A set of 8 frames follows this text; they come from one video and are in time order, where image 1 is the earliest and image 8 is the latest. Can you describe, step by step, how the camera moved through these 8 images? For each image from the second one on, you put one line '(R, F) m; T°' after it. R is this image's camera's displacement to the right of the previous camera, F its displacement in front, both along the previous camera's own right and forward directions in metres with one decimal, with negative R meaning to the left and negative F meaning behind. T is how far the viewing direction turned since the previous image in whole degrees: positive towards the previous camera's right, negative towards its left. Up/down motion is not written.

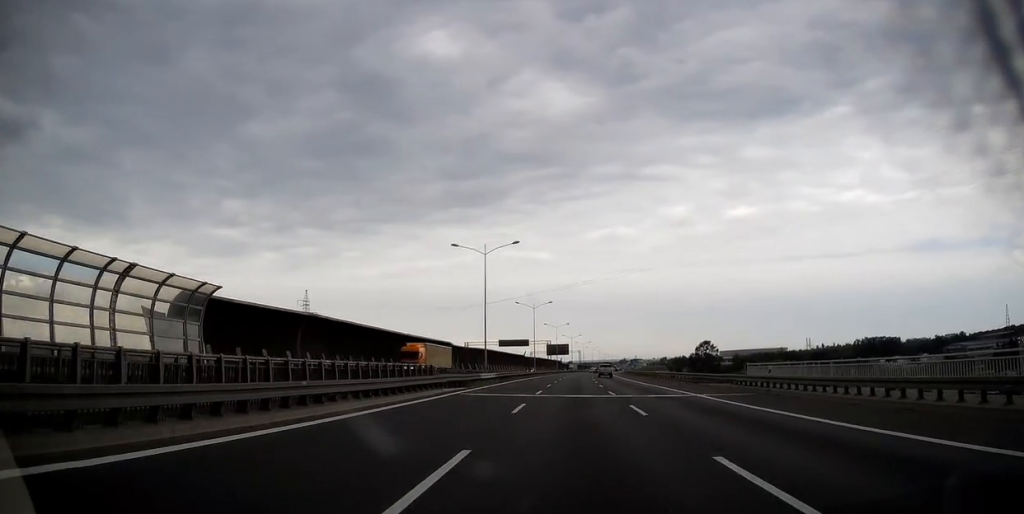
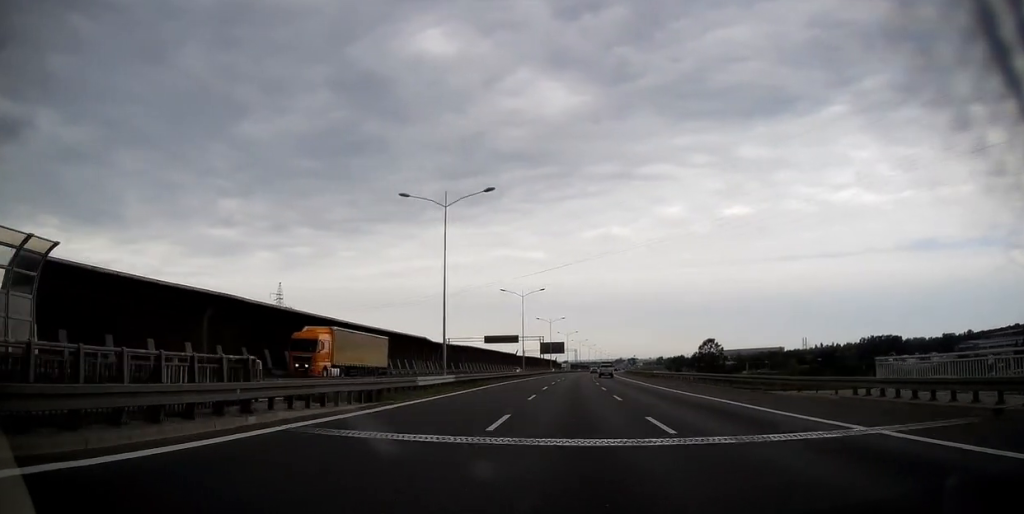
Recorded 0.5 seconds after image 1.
(0.0, +17.0) m; +1°
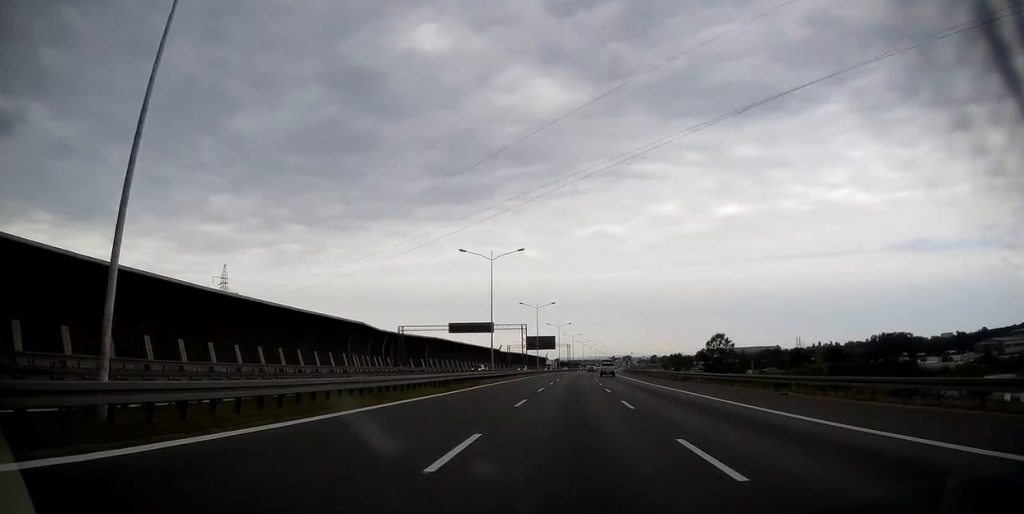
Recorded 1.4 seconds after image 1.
(+0.3, +29.2) m; +1°
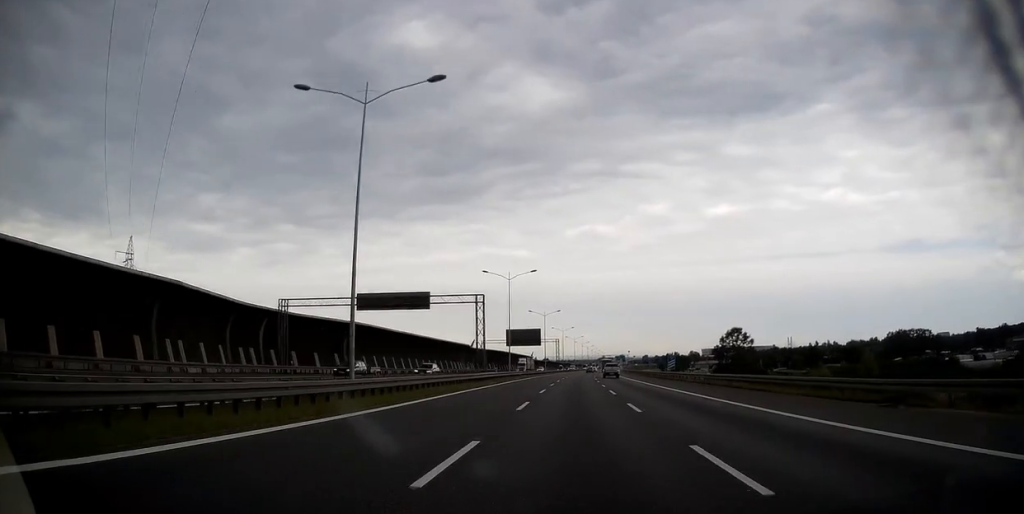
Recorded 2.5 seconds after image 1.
(+0.2, +36.3) m; +1°
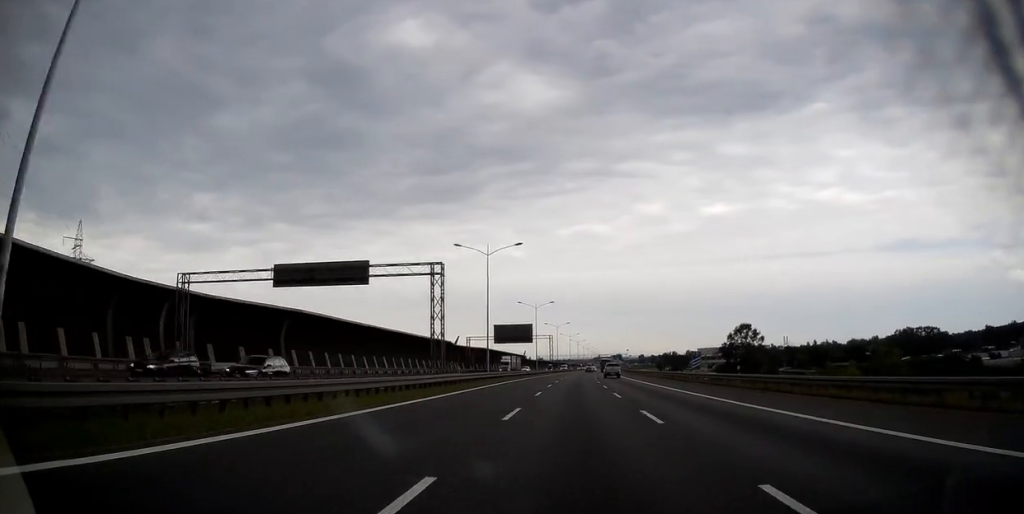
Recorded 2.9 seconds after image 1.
(+0.1, +14.5) m; 0°
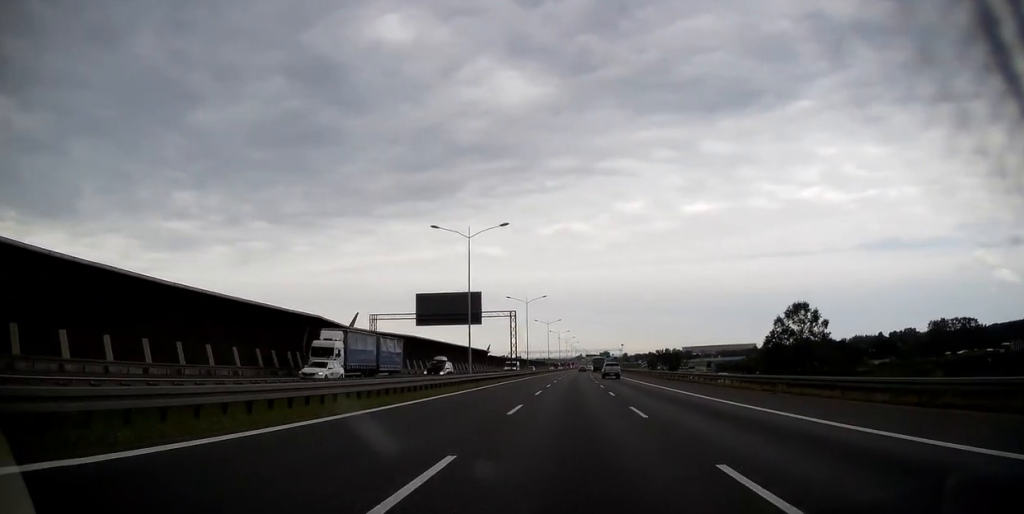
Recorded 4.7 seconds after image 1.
(+0.7, +49.2) m; +2°
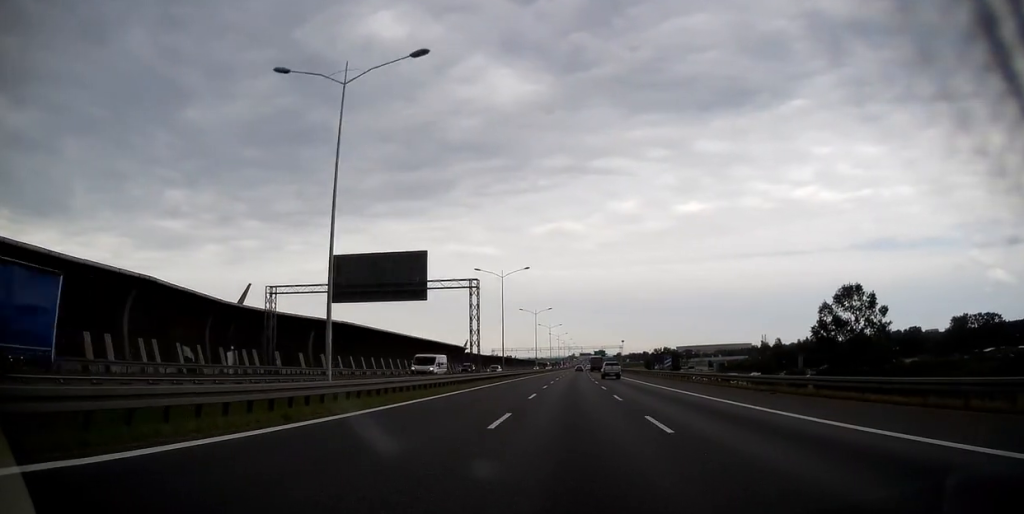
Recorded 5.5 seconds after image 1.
(+0.1, +20.2) m; 0°
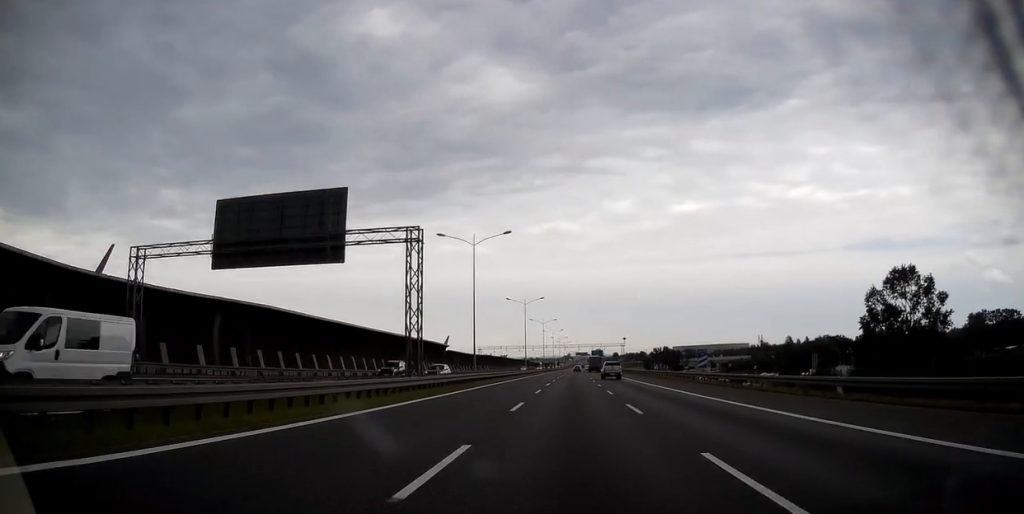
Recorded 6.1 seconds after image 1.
(+0.1, +13.8) m; 0°
